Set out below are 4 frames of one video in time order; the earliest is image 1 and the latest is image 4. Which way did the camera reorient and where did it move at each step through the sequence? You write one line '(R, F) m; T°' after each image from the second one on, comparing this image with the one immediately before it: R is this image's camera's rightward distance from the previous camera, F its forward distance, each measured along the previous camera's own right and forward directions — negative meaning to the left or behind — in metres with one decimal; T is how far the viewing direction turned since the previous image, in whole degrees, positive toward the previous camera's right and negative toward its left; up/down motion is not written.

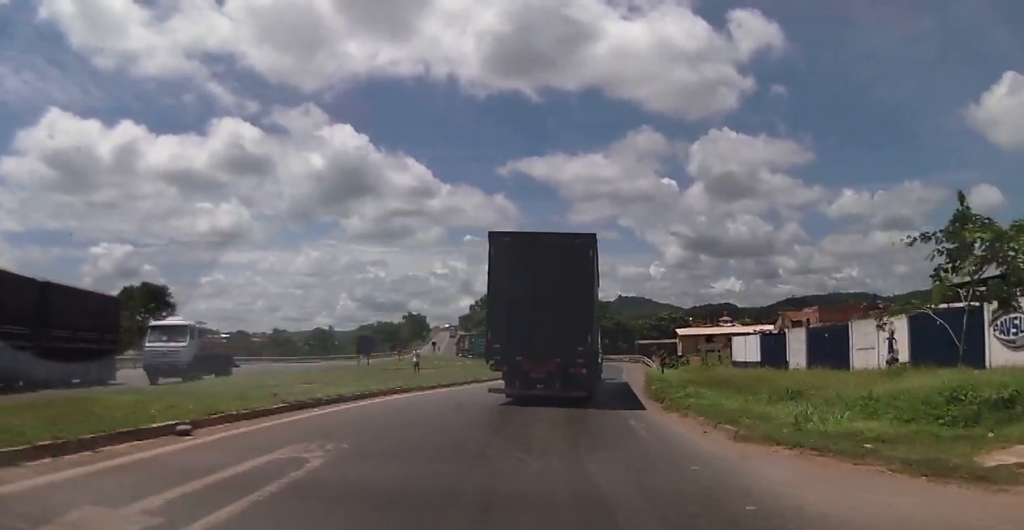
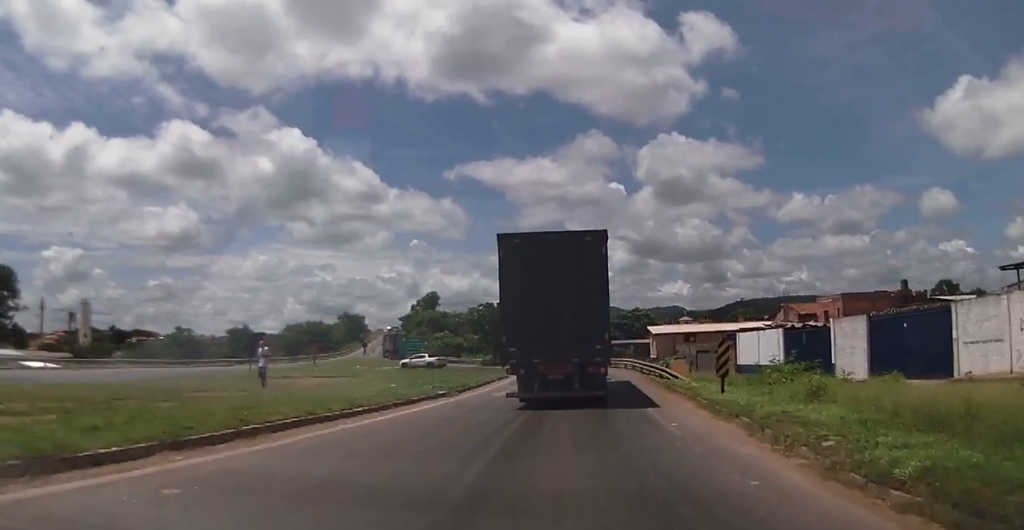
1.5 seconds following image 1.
(+0.6, +17.6) m; +3°
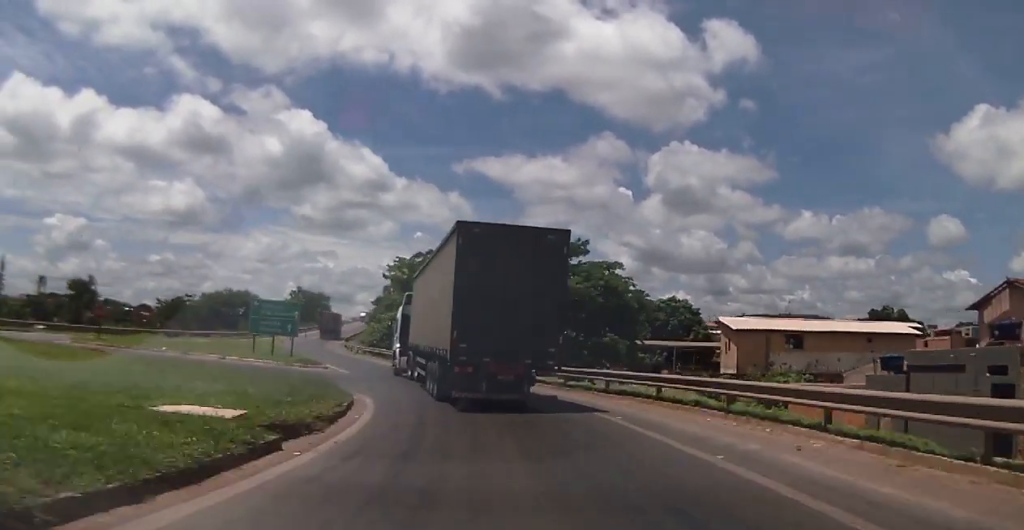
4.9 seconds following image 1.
(+1.9, +37.6) m; +3°
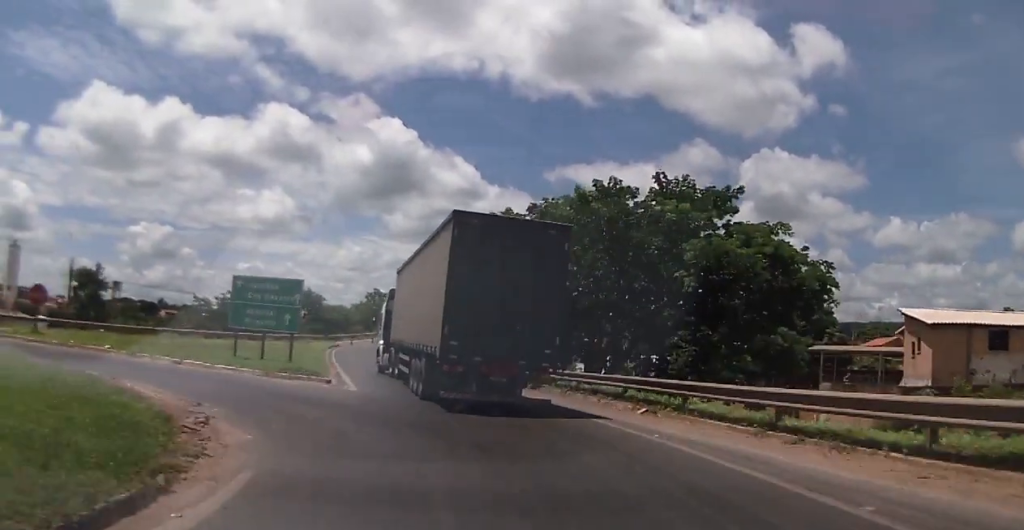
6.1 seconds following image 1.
(-0.3, +14.0) m; -8°
